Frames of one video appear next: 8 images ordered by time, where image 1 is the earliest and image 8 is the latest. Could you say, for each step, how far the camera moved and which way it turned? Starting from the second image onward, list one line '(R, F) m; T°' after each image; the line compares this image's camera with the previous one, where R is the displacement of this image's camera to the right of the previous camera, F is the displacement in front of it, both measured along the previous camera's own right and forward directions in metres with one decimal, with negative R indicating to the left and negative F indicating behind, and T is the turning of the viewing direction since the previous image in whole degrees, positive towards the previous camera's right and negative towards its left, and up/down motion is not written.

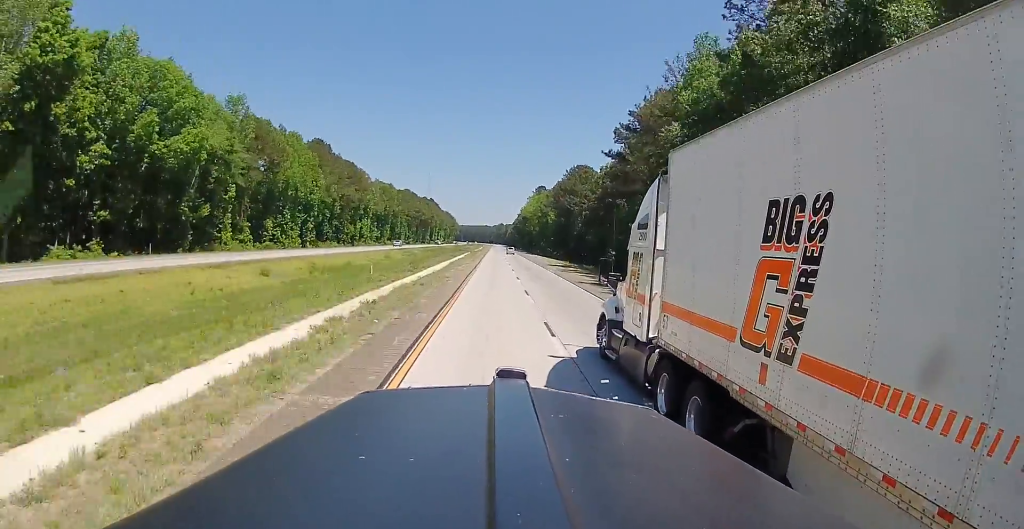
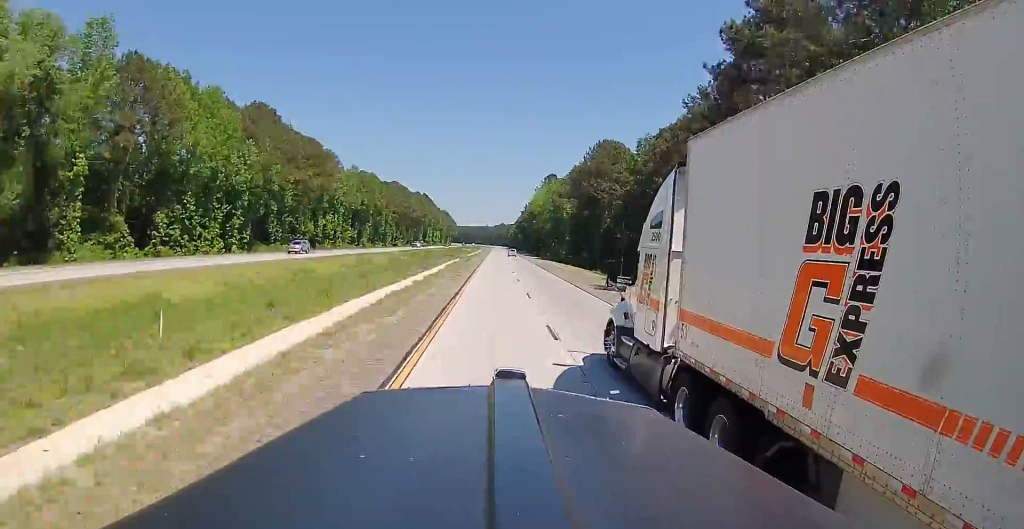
(+0.3, +37.3) m; 0°
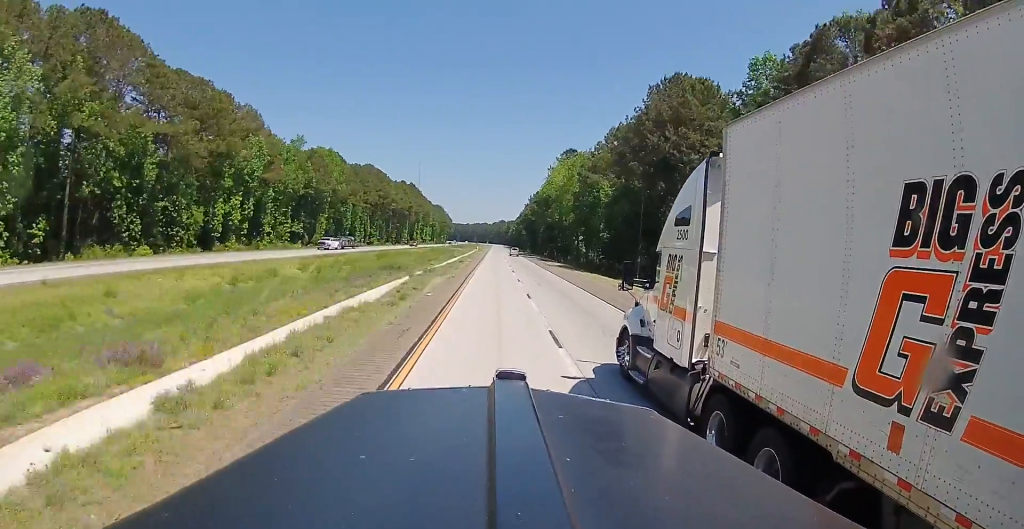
(-0.6, +50.0) m; -1°
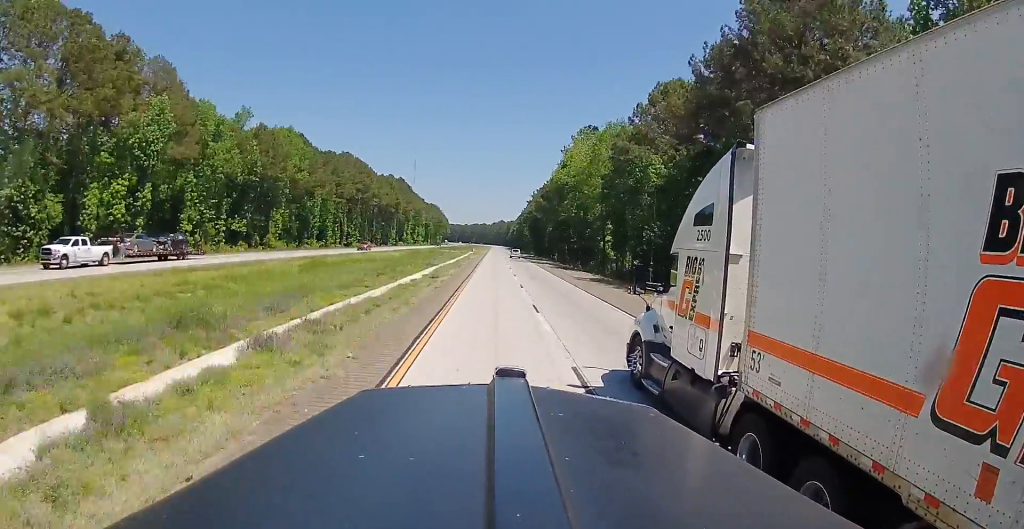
(-0.3, +29.4) m; 0°
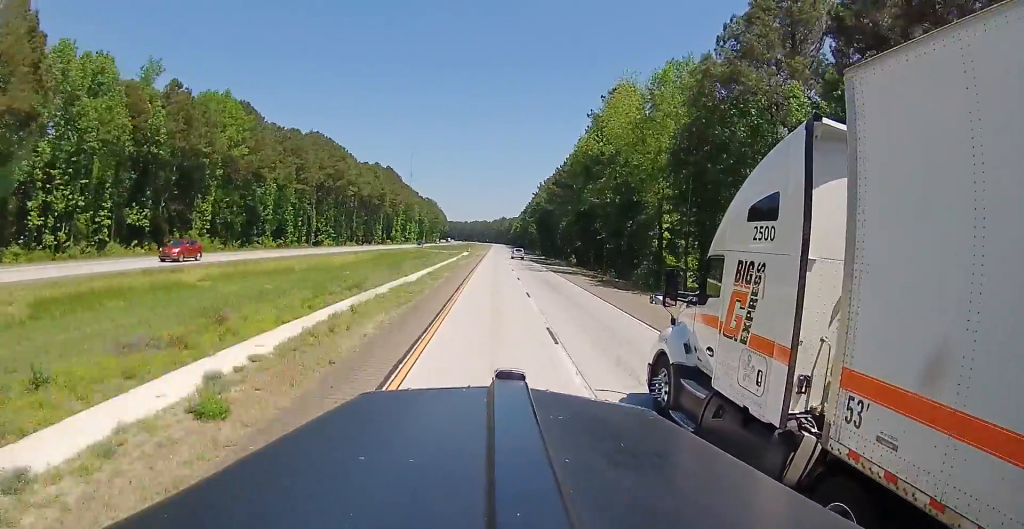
(+0.4, +29.8) m; 0°
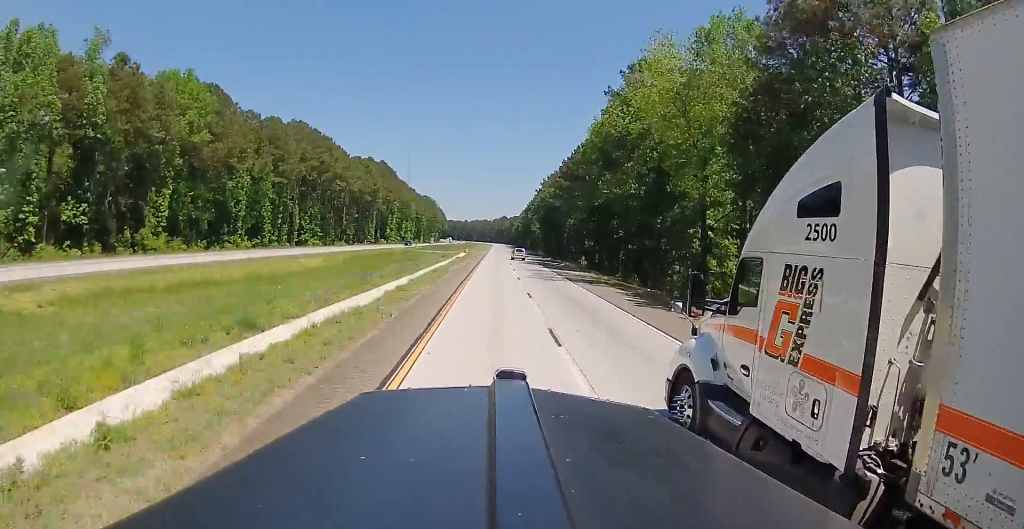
(+0.4, +12.2) m; 0°
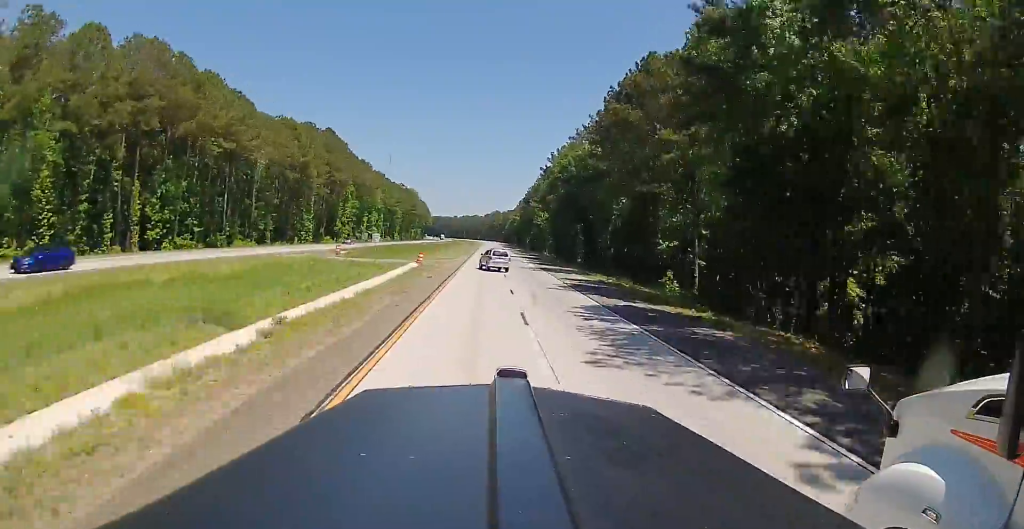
(-2.1, +54.4) m; -2°
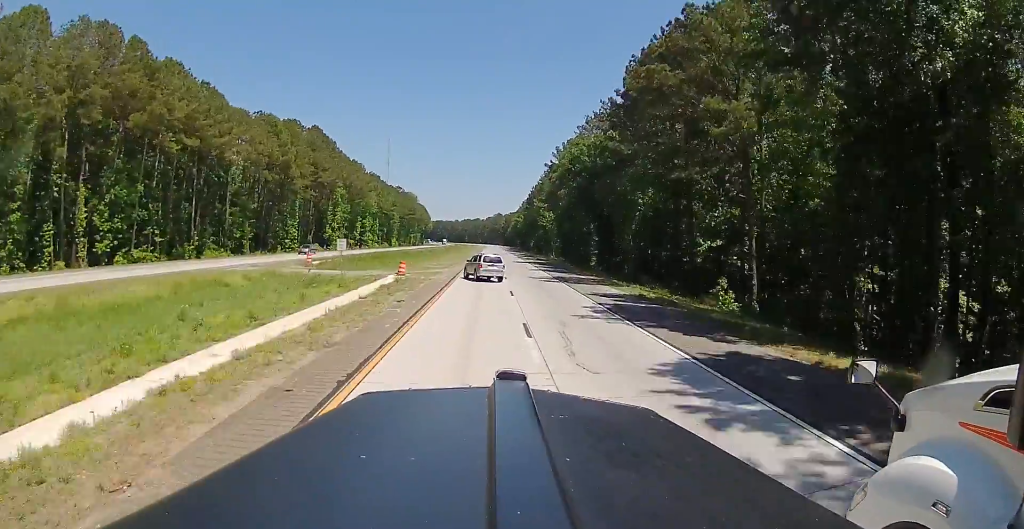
(0.0, +11.2) m; 0°
